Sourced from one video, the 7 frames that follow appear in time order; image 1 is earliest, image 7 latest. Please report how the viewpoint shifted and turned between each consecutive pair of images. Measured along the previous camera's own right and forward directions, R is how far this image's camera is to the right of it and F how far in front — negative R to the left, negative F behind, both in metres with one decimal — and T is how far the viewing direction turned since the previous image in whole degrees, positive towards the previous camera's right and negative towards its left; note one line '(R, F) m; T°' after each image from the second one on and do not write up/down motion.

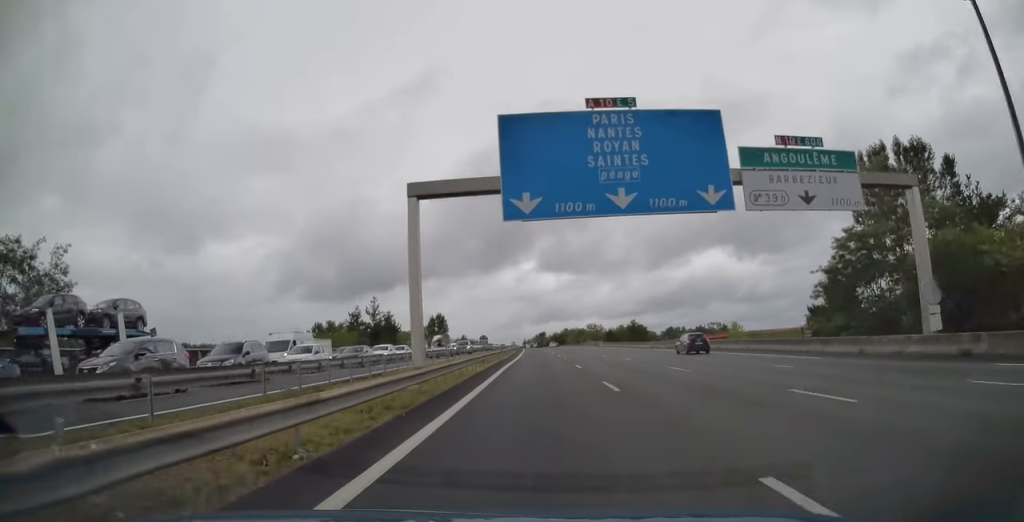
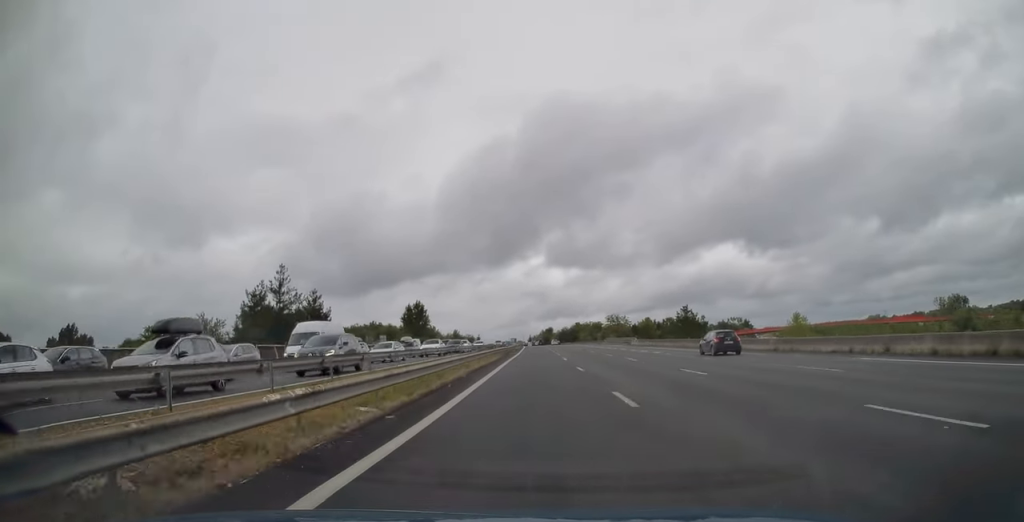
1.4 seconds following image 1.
(0.0, +43.2) m; 0°
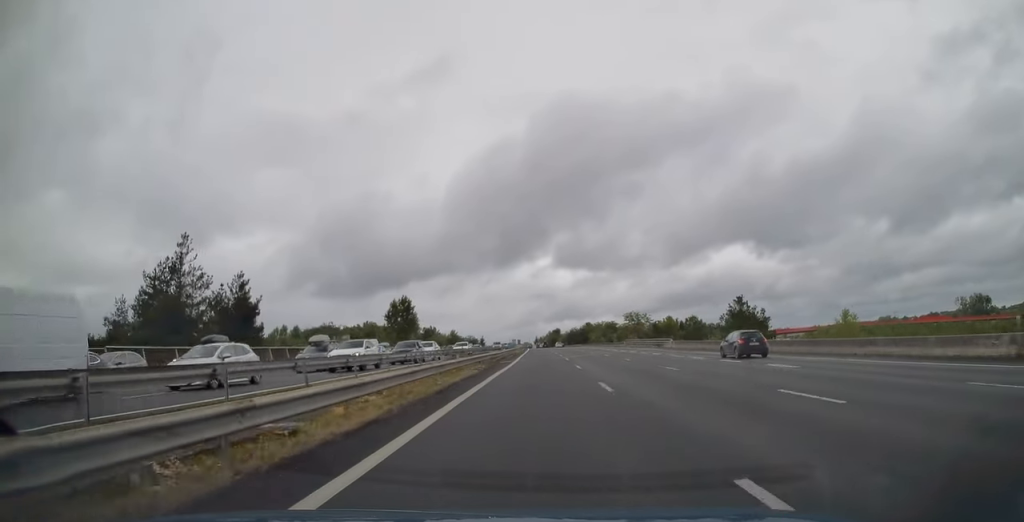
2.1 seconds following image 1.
(0.0, +22.1) m; 0°
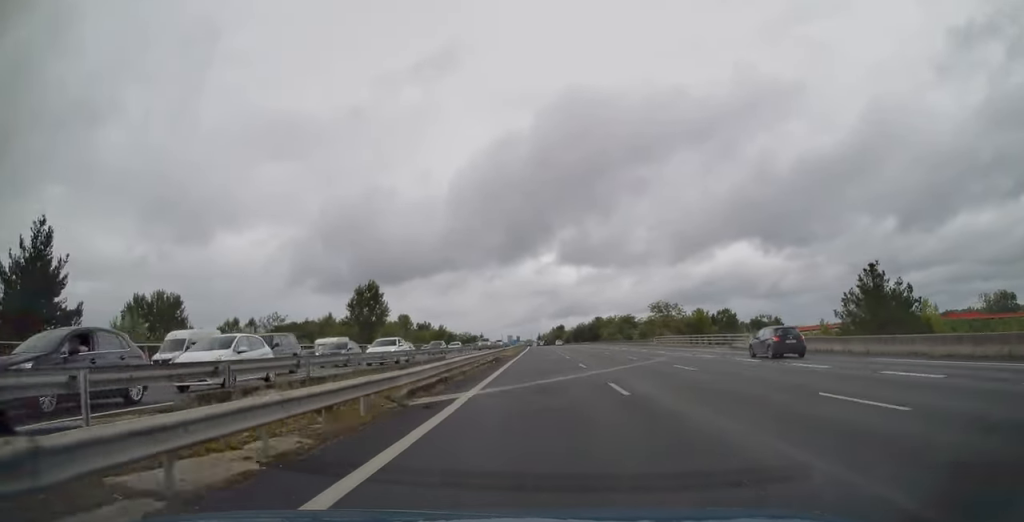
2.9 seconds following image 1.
(-0.2, +28.0) m; -1°
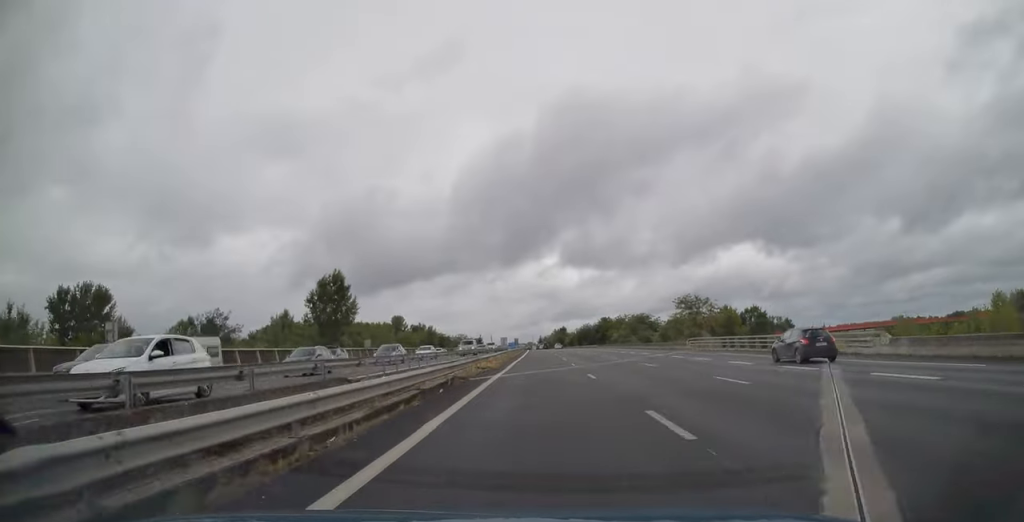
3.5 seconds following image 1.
(-0.1, +19.0) m; 0°
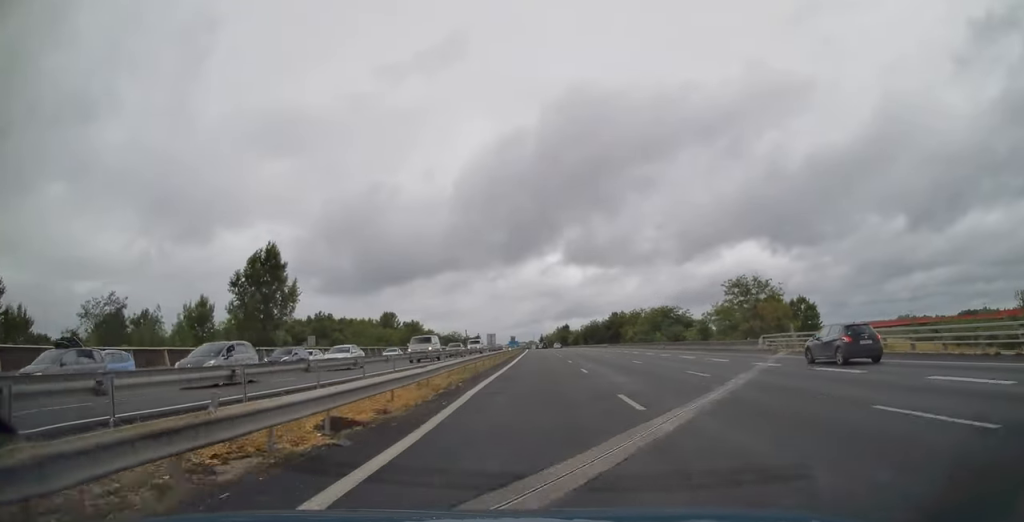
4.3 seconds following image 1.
(0.0, +22.7) m; 0°
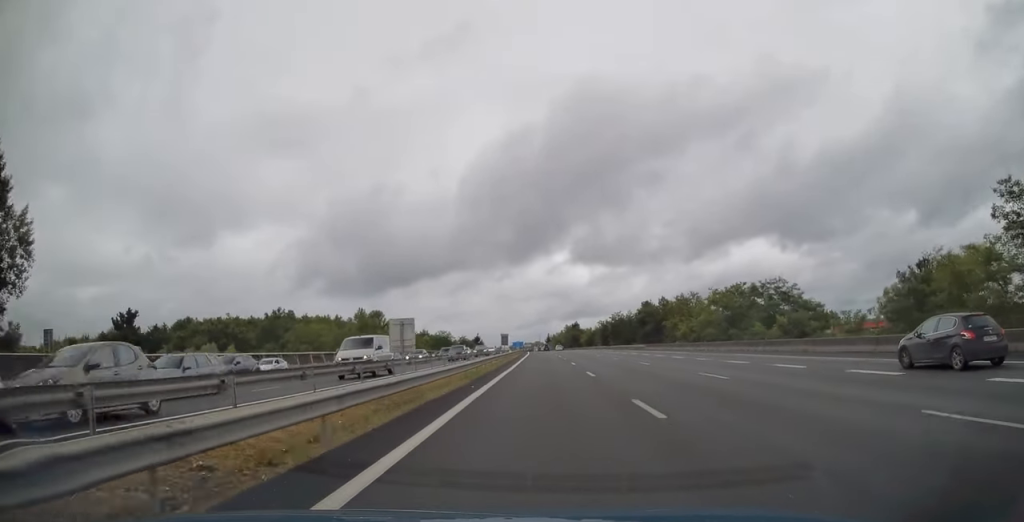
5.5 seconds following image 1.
(-0.1, +40.6) m; 0°
